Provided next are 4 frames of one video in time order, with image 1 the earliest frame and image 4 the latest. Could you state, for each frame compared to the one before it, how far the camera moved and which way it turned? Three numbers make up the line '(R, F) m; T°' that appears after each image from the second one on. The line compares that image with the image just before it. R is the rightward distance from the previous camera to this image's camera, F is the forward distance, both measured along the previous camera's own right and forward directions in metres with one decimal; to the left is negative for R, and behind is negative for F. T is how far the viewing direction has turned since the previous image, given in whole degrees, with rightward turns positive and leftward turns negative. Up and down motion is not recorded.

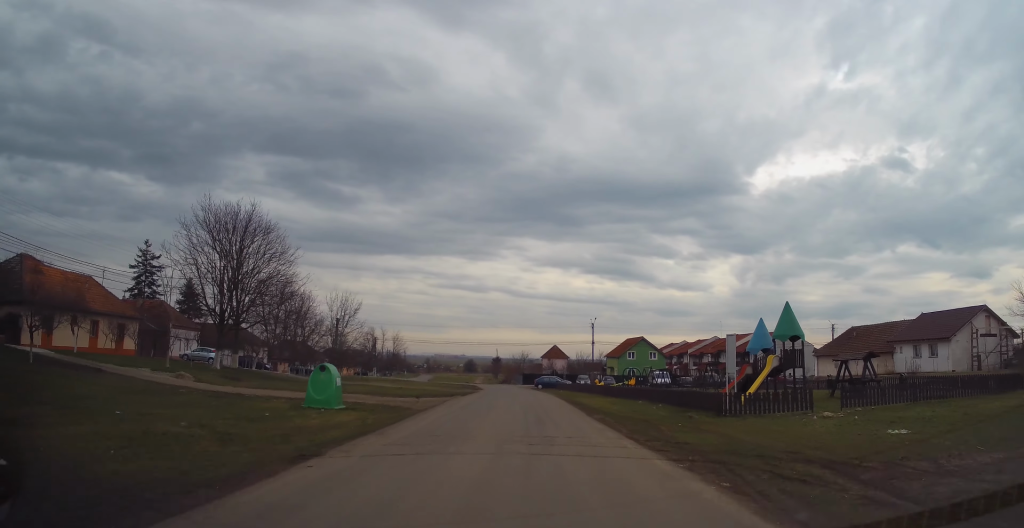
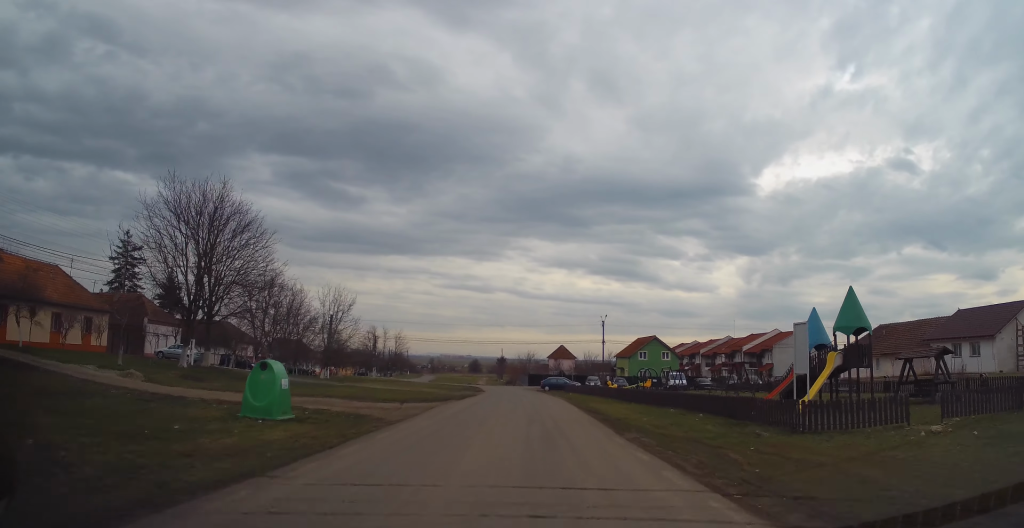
(-0.1, +5.1) m; -1°
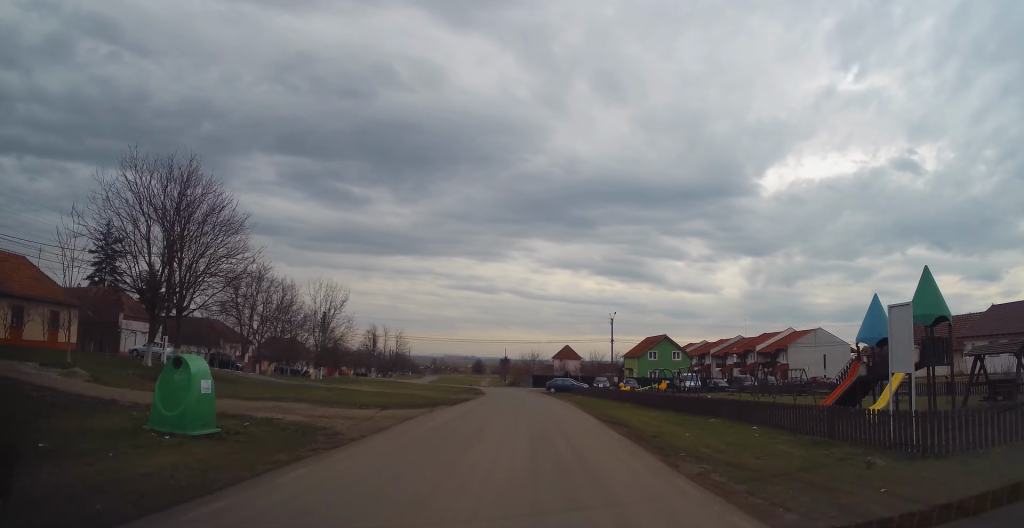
(+0.2, +4.4) m; -1°
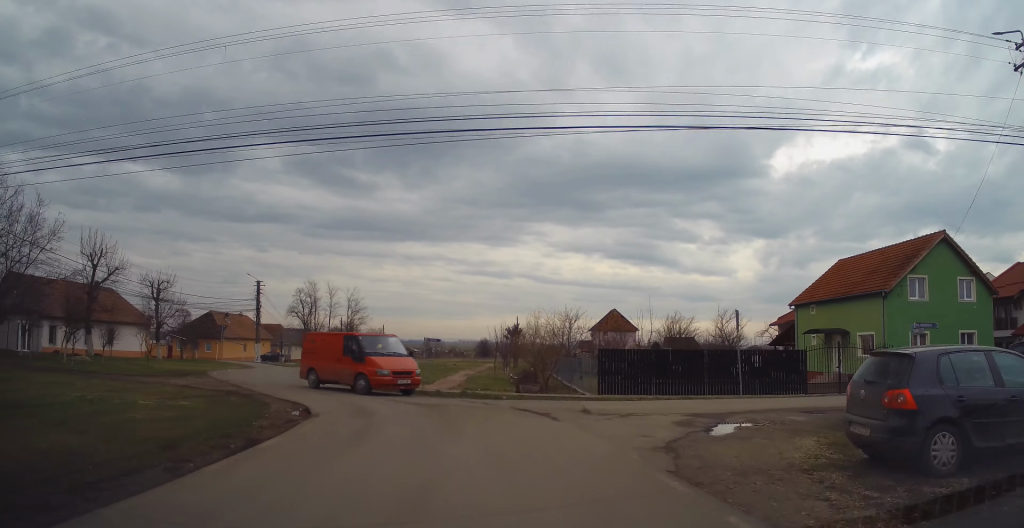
(-2.2, +61.9) m; -6°
